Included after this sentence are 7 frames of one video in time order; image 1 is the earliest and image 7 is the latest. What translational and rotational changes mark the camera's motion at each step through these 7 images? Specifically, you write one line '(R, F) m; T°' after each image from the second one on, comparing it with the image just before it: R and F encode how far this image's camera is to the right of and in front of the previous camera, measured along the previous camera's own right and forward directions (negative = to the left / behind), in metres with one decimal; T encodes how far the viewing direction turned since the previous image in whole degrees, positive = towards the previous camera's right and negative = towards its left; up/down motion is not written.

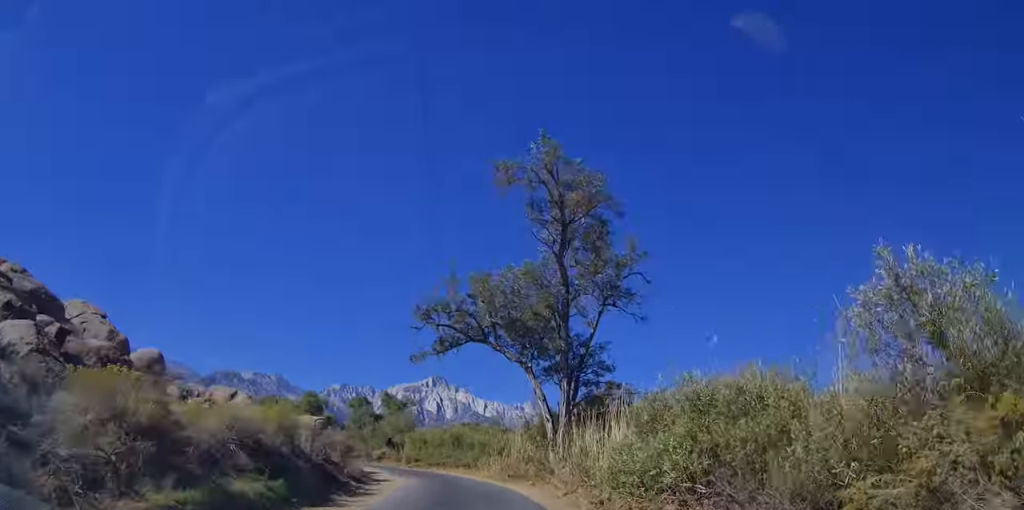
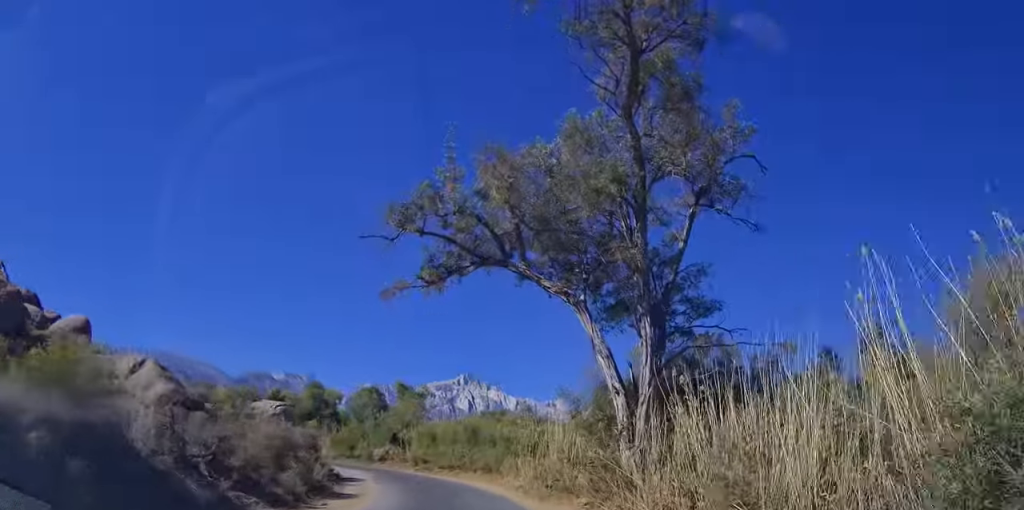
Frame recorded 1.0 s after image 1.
(-0.3, +10.6) m; -4°
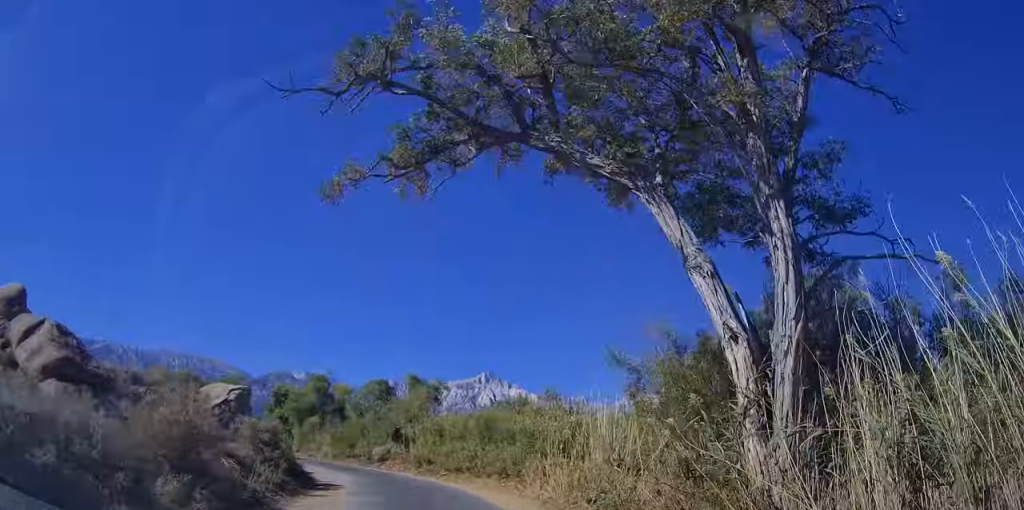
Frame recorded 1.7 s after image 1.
(-0.2, +6.6) m; -2°
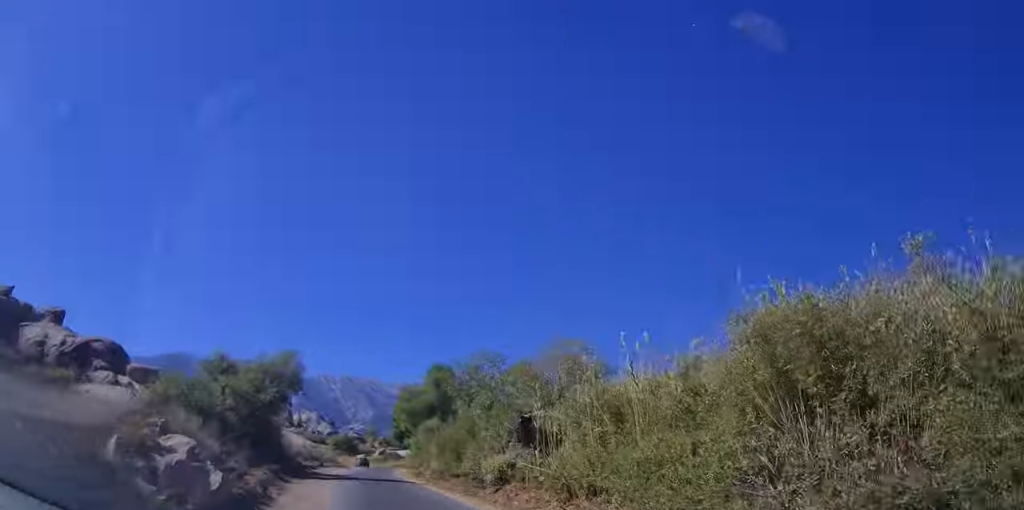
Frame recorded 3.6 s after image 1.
(-0.5, +18.1) m; -5°
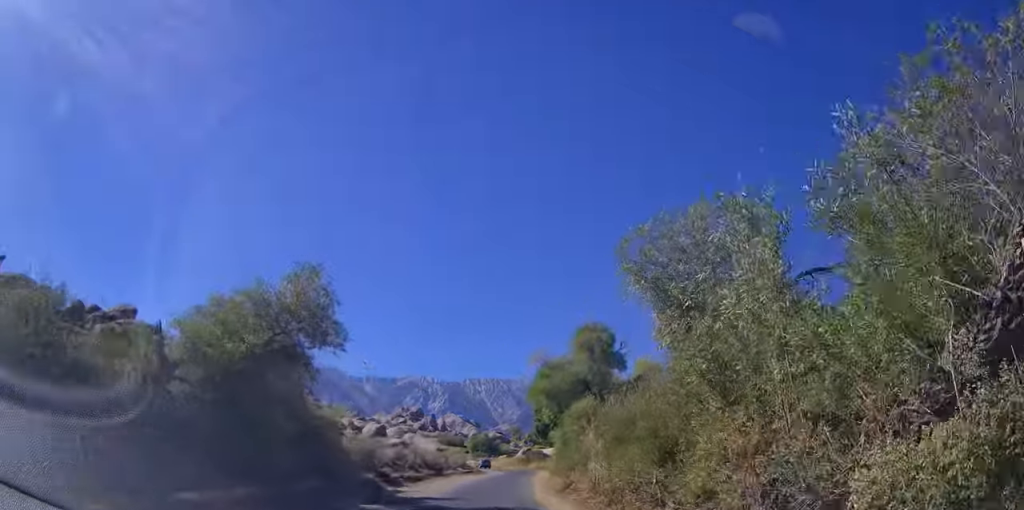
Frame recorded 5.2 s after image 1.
(-2.0, +14.0) m; -13°
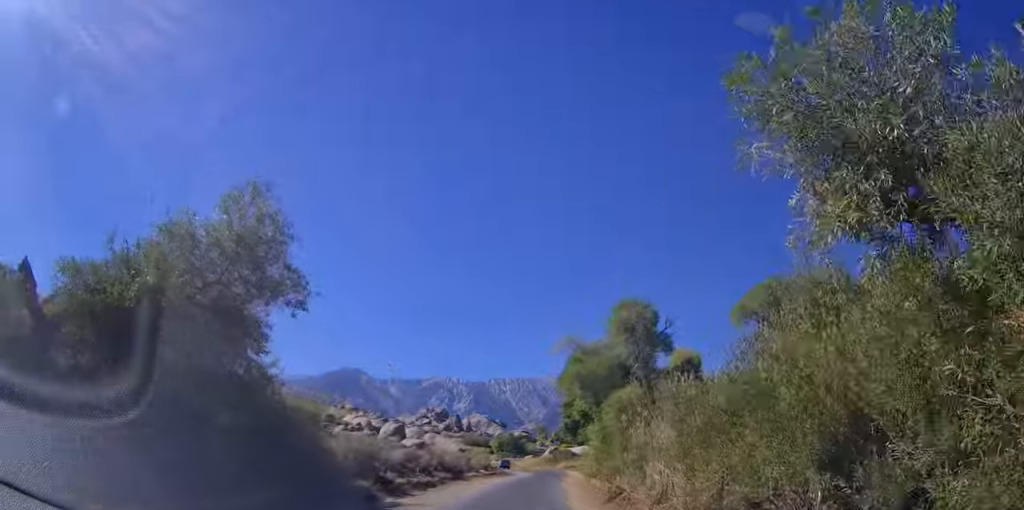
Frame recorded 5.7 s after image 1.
(+0.1, +4.9) m; -5°
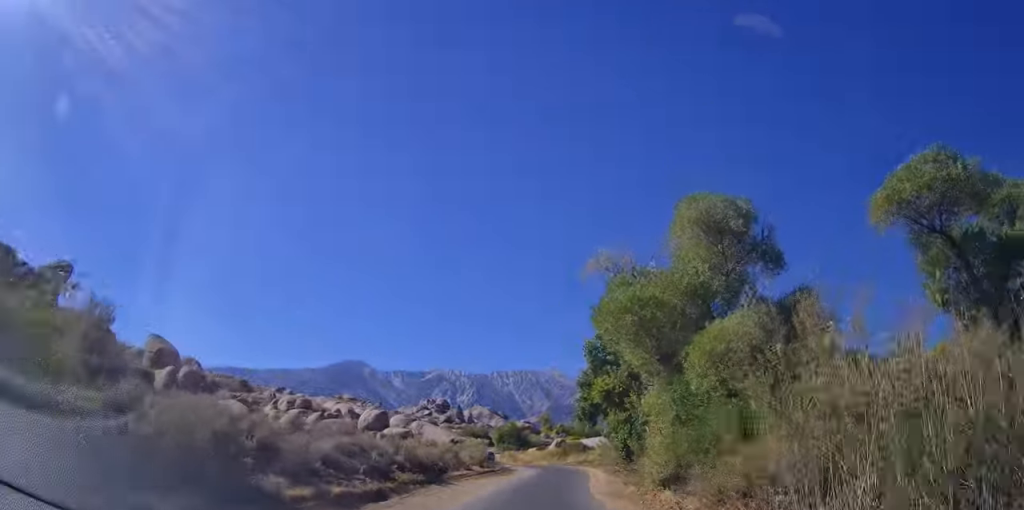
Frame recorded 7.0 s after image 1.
(-1.4, +11.4) m; -9°
